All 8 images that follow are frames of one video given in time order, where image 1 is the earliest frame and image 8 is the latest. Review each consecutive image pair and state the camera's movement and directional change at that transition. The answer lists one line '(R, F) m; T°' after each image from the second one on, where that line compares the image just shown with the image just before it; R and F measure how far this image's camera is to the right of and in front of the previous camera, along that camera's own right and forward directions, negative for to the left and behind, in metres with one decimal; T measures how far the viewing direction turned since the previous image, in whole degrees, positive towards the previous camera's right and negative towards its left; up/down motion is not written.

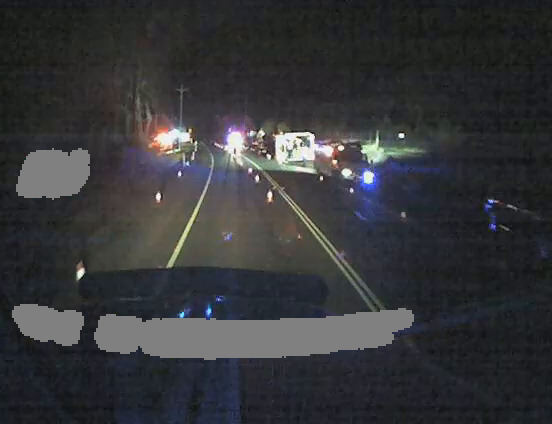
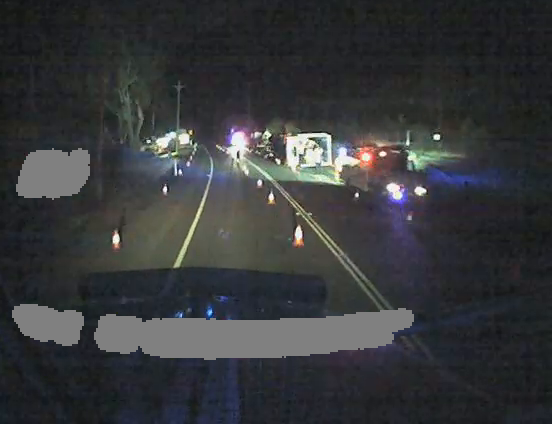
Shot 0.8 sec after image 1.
(+0.2, +5.4) m; +1°
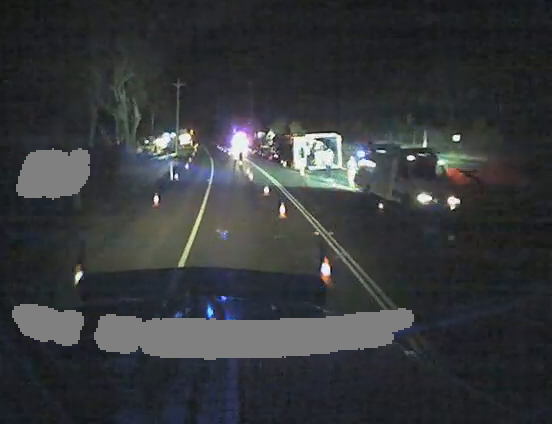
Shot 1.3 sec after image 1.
(-0.1, +3.3) m; -1°
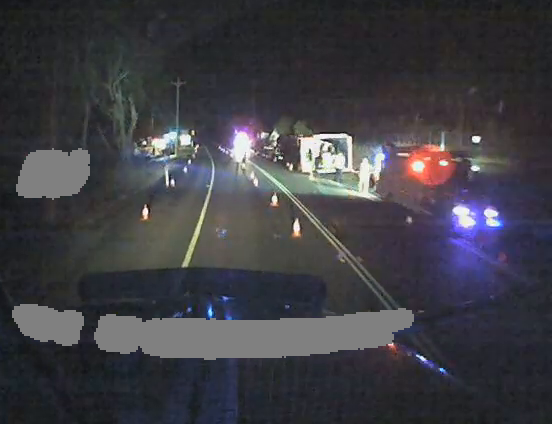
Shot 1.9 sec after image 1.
(0.0, +3.3) m; 0°
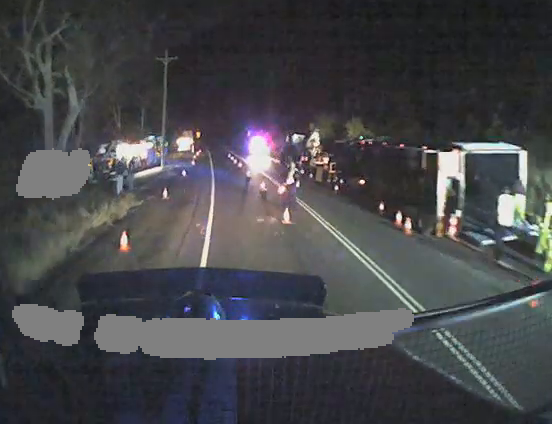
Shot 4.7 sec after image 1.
(-0.1, +15.8) m; -4°
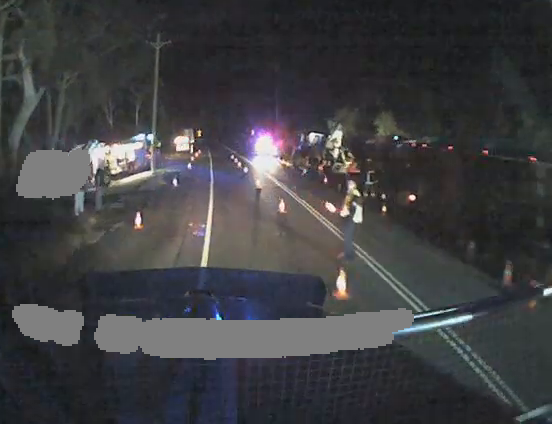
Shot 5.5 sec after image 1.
(-0.3, +4.7) m; 0°
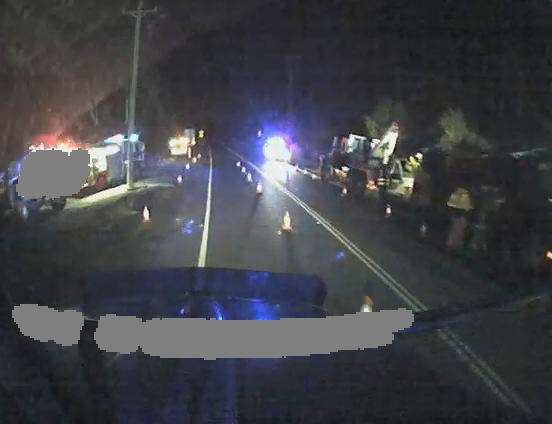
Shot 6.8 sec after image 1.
(+0.1, +8.3) m; -1°
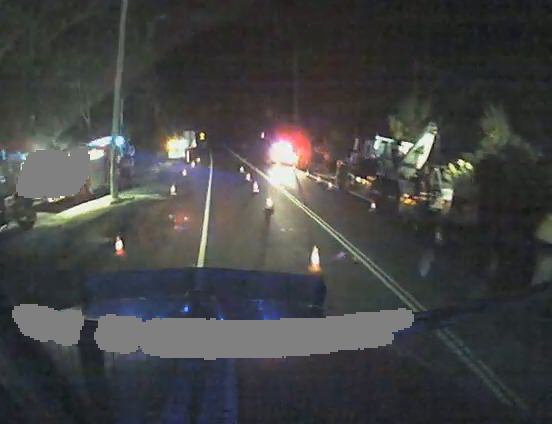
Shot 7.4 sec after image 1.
(-0.1, +3.3) m; -2°
